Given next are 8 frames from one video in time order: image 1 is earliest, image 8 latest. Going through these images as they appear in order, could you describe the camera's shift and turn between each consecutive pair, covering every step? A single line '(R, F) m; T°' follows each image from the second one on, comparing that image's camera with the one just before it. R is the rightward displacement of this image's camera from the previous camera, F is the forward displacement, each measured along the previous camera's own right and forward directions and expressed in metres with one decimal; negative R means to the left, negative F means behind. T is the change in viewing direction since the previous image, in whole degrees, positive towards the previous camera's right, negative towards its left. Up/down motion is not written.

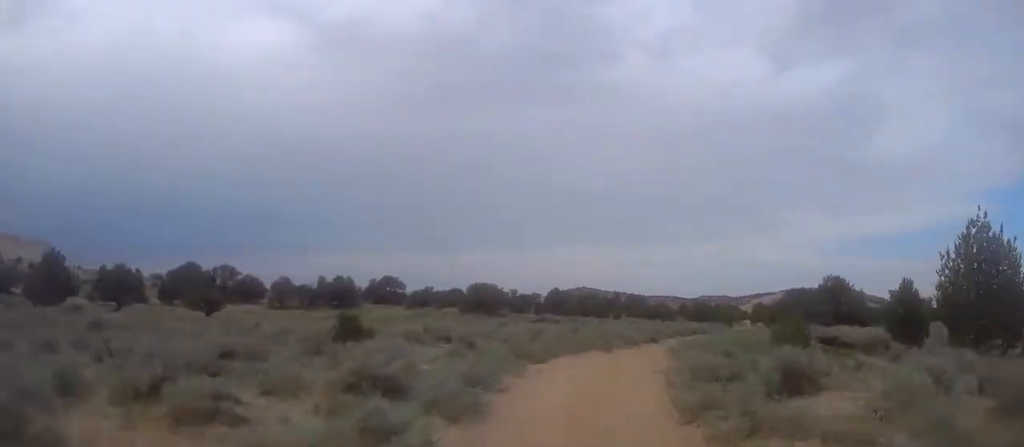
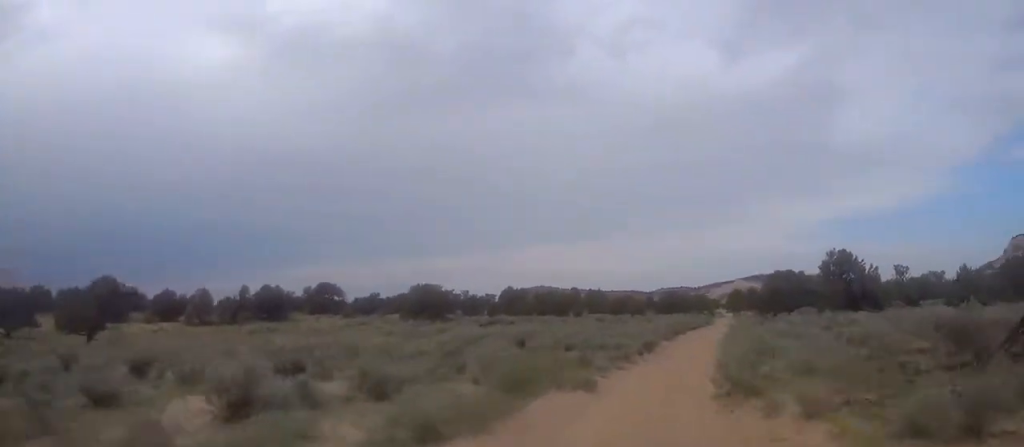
(+0.3, +15.9) m; +3°
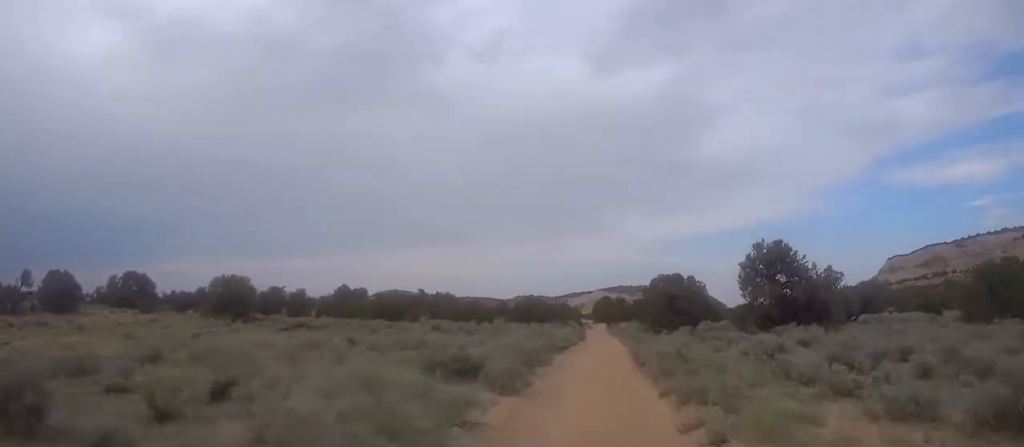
(+0.9, +22.9) m; +6°
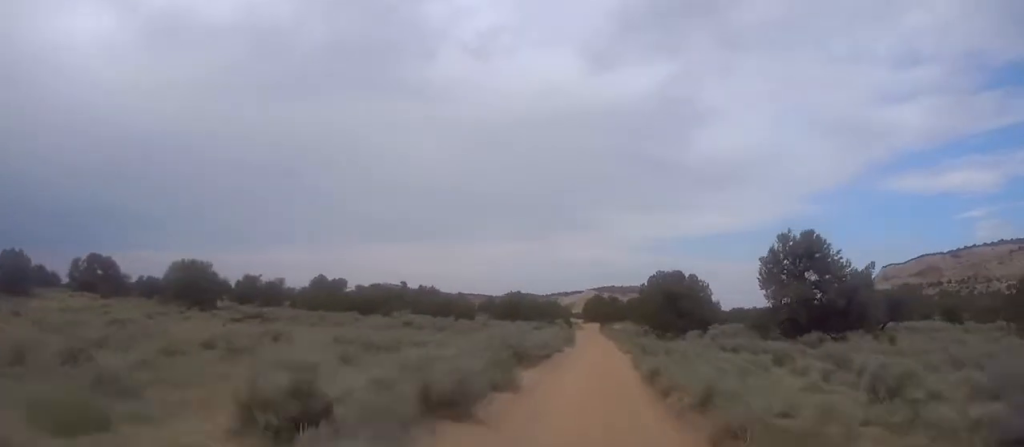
(+0.1, +8.8) m; +2°
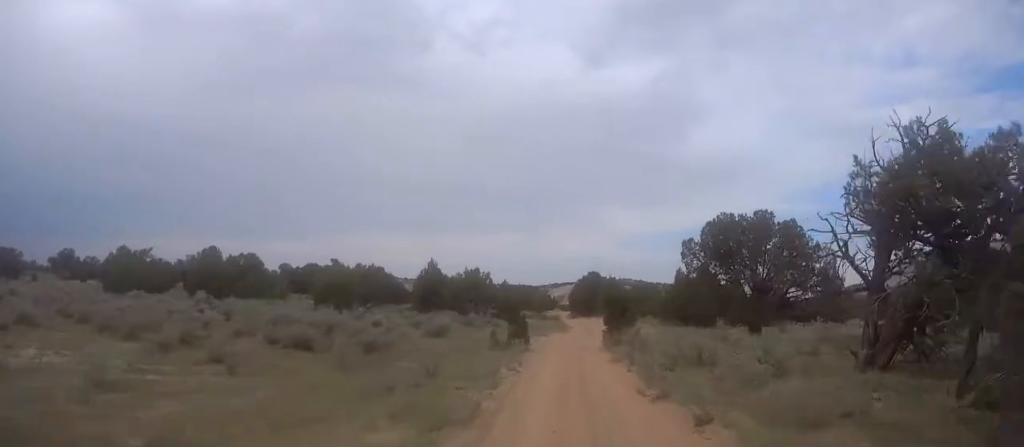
(+2.8, +44.5) m; +3°
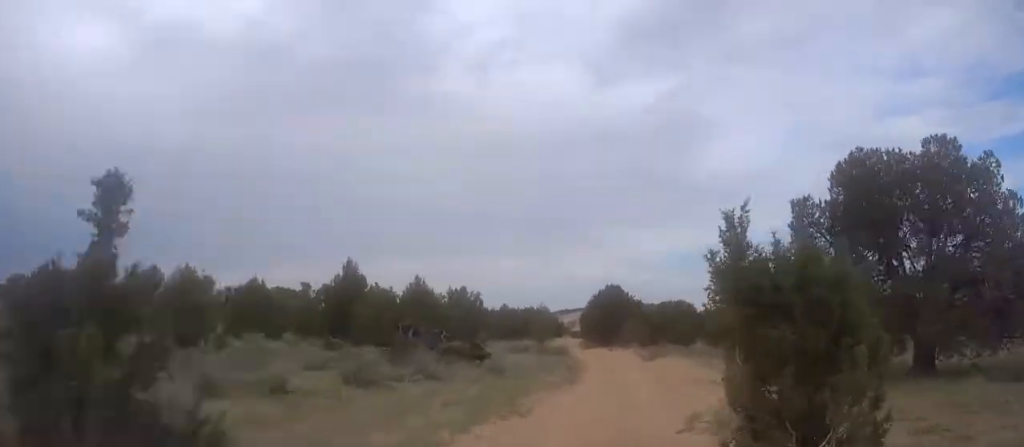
(-0.4, +21.0) m; 0°
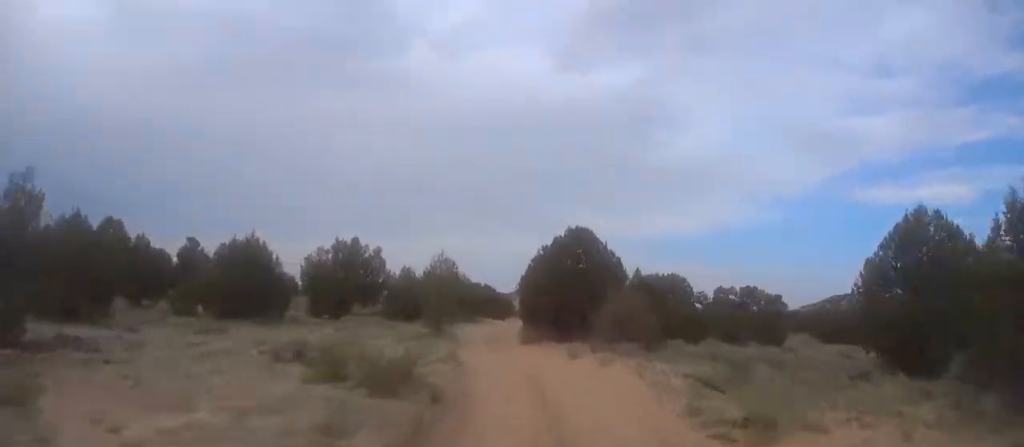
(+0.6, +27.6) m; +1°
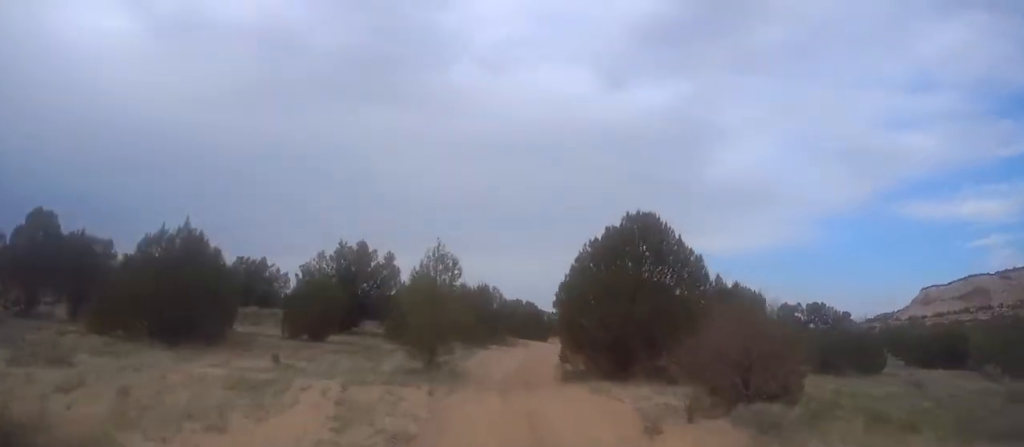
(-0.1, +10.1) m; -1°
